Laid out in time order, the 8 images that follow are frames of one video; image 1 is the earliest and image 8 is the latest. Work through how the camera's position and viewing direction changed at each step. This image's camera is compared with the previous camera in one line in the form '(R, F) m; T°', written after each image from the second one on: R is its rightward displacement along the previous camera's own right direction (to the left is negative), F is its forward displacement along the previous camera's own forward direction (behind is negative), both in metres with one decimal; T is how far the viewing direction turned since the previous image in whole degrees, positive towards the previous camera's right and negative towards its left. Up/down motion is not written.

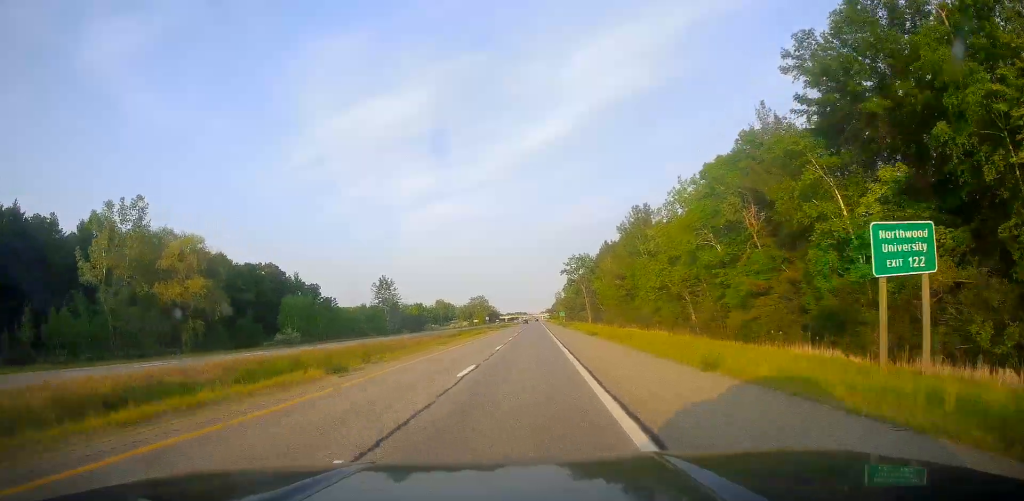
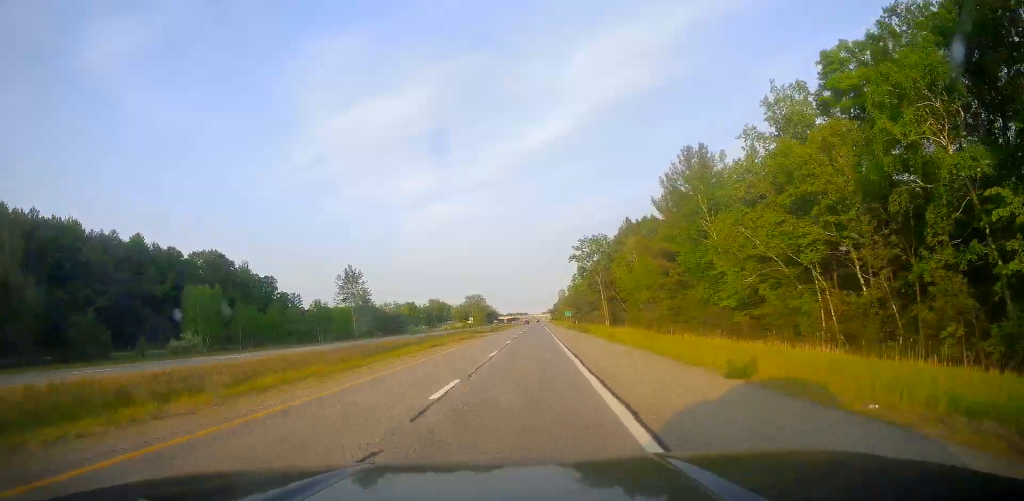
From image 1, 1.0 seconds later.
(+0.5, +35.9) m; 0°
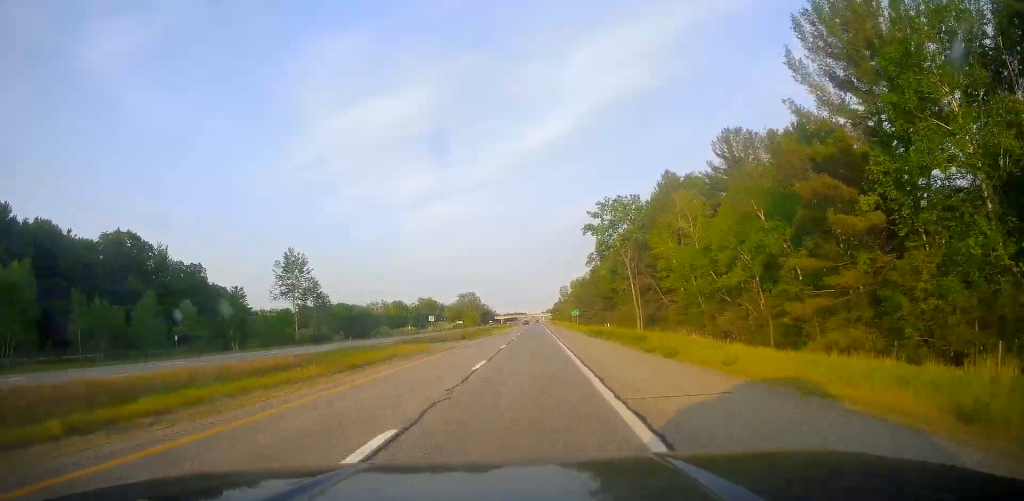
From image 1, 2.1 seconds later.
(-0.6, +38.3) m; -1°
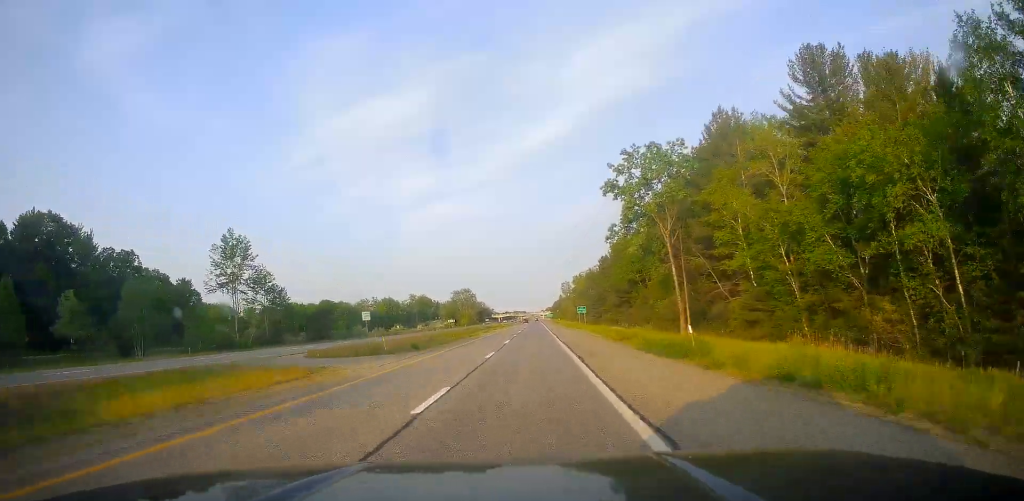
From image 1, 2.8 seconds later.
(0.0, +25.1) m; 0°
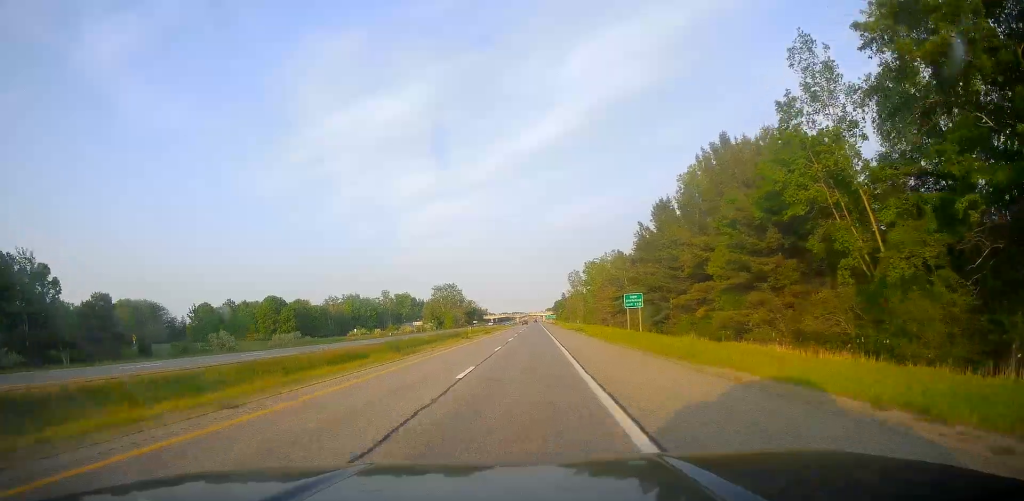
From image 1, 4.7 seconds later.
(+0.8, +69.4) m; +1°
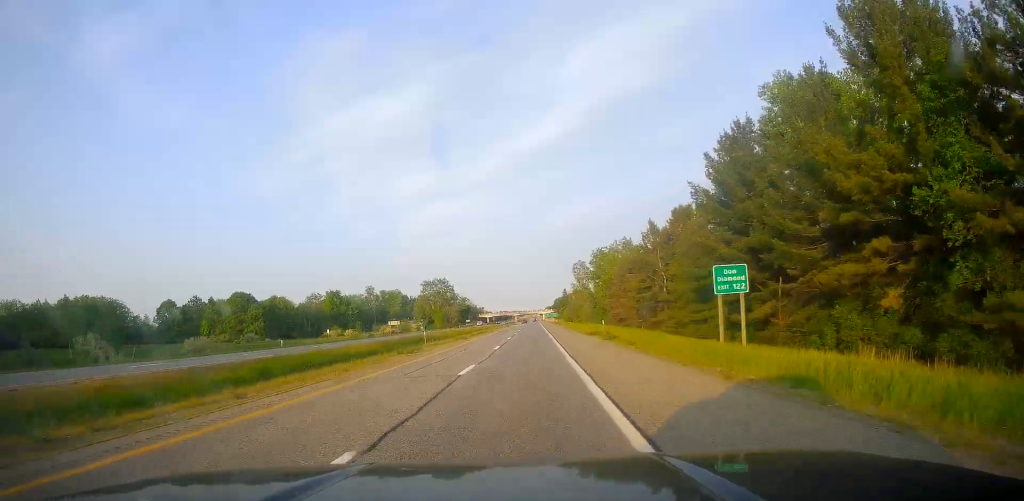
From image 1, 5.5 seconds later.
(-0.2, +29.8) m; -1°
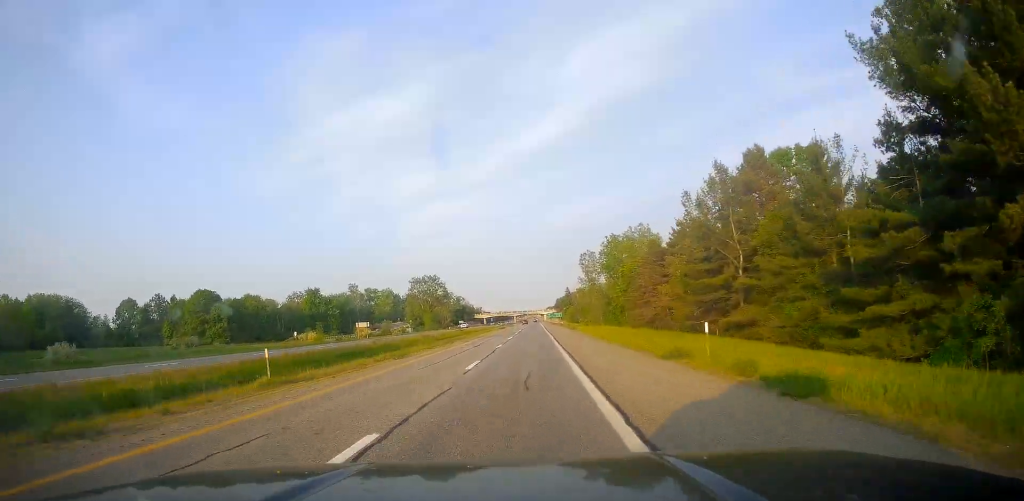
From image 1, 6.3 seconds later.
(-0.2, +28.7) m; 0°
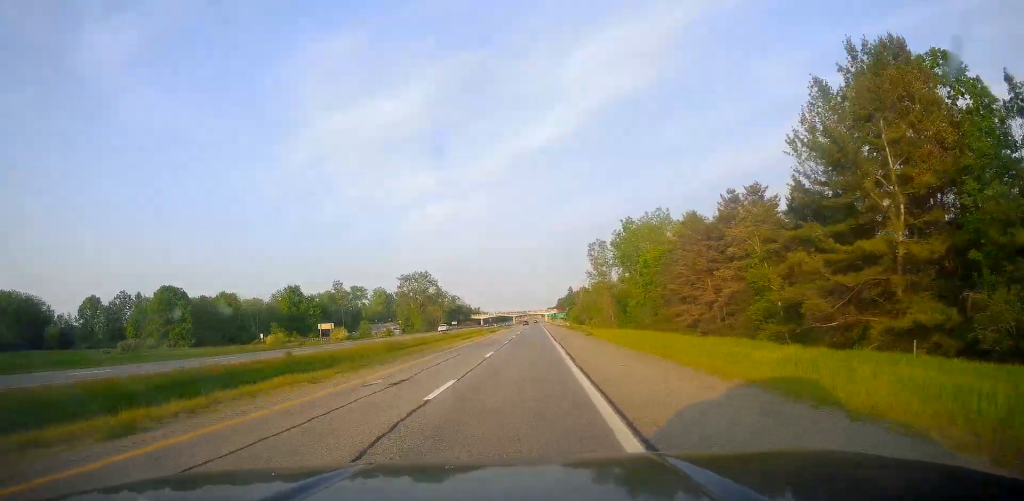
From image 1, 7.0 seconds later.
(0.0, +22.7) m; 0°
